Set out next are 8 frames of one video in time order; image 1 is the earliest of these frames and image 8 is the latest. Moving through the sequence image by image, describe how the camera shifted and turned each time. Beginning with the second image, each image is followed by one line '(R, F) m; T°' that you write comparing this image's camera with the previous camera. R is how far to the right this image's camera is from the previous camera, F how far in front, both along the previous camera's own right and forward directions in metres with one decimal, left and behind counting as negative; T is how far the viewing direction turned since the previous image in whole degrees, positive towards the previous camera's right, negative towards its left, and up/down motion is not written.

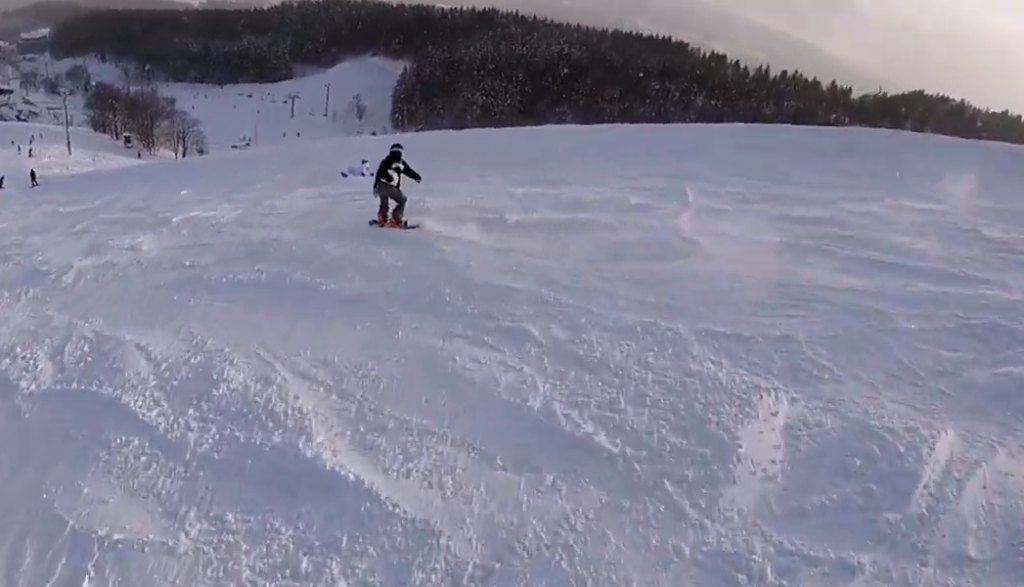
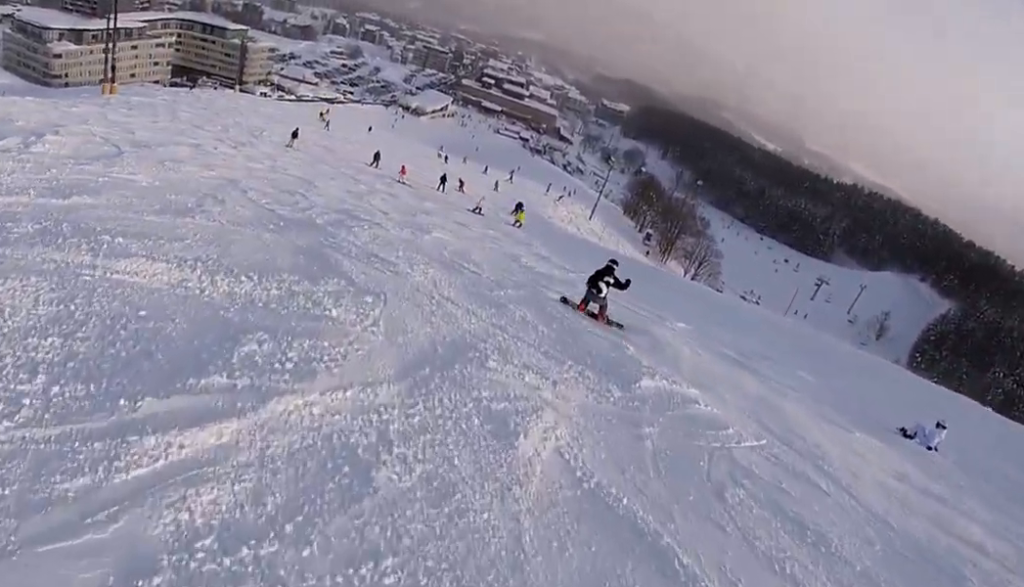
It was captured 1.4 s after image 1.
(-3.9, +7.0) m; -39°
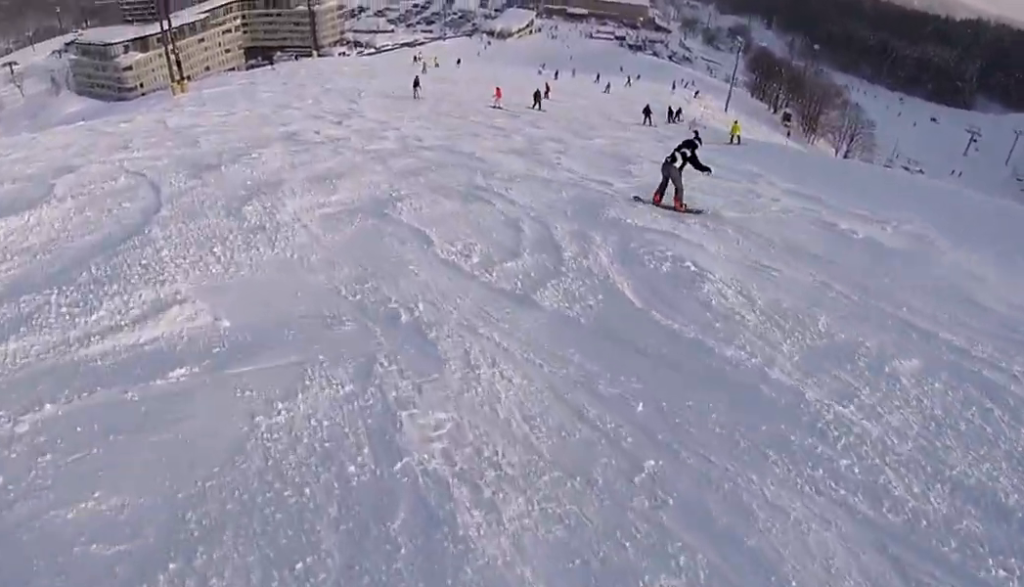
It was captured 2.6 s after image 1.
(-0.8, +8.2) m; +3°
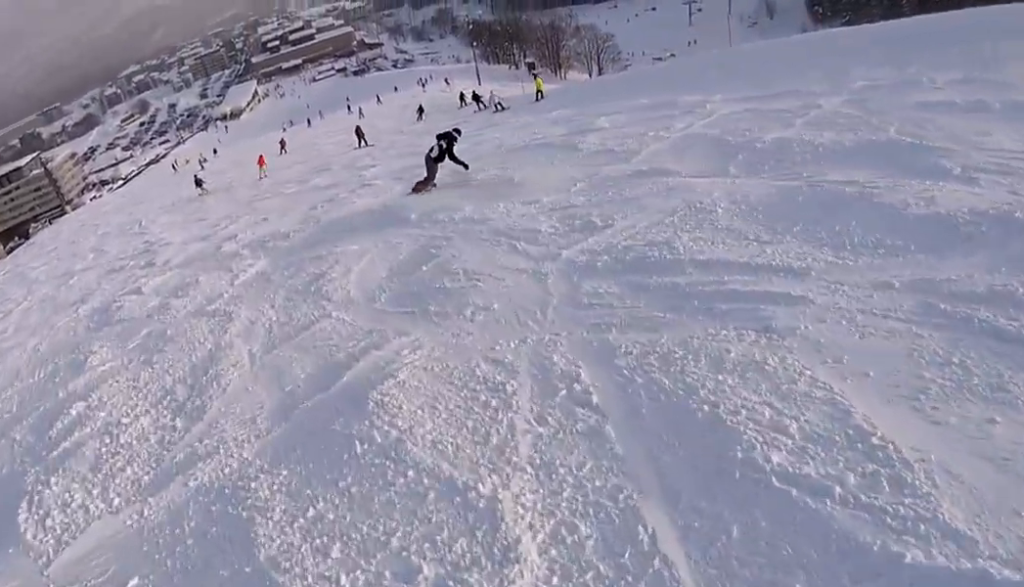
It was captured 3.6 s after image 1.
(+1.0, +6.8) m; +17°
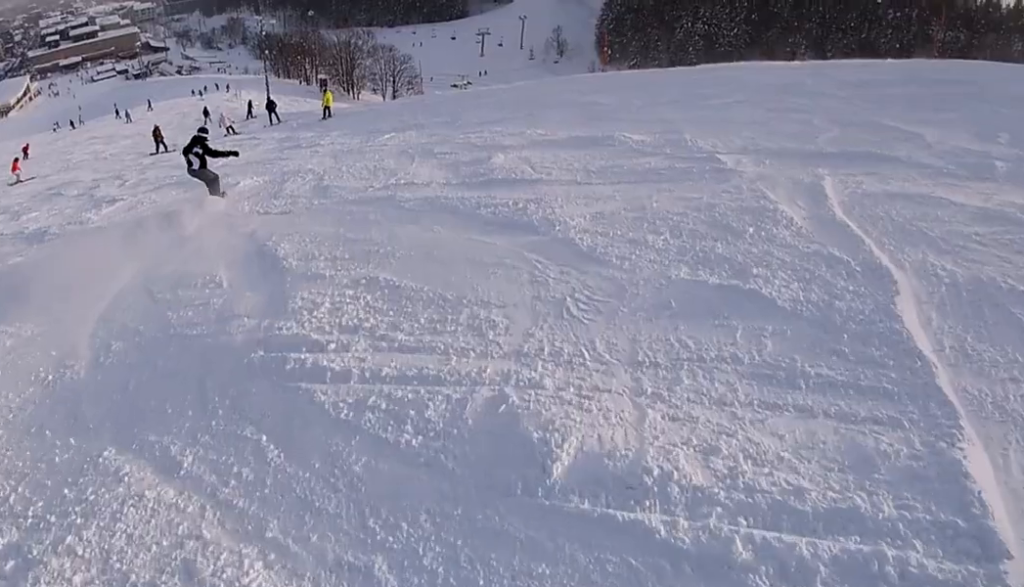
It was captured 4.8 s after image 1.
(+1.5, +8.8) m; +8°
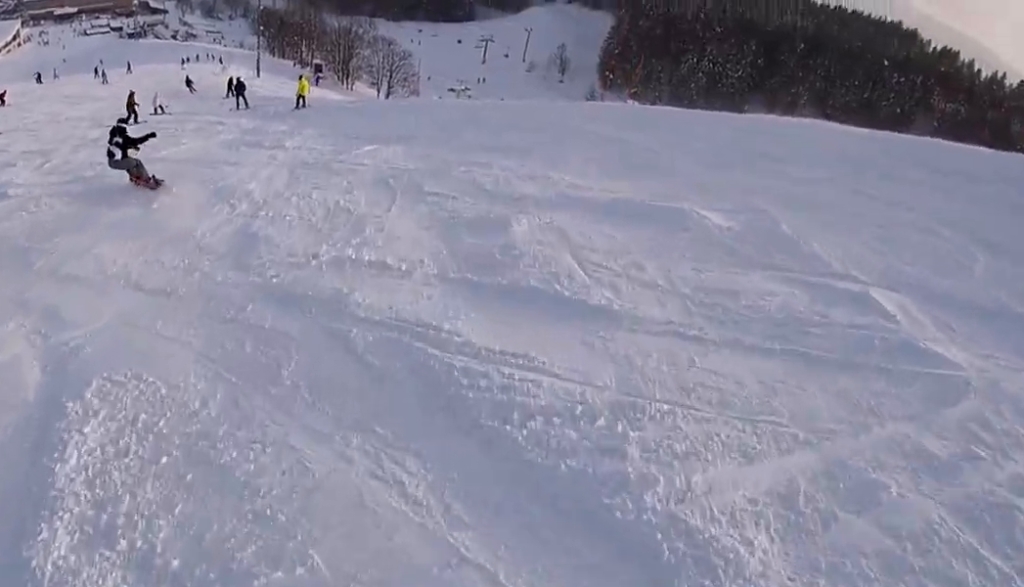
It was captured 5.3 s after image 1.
(-0.2, +4.1) m; -6°
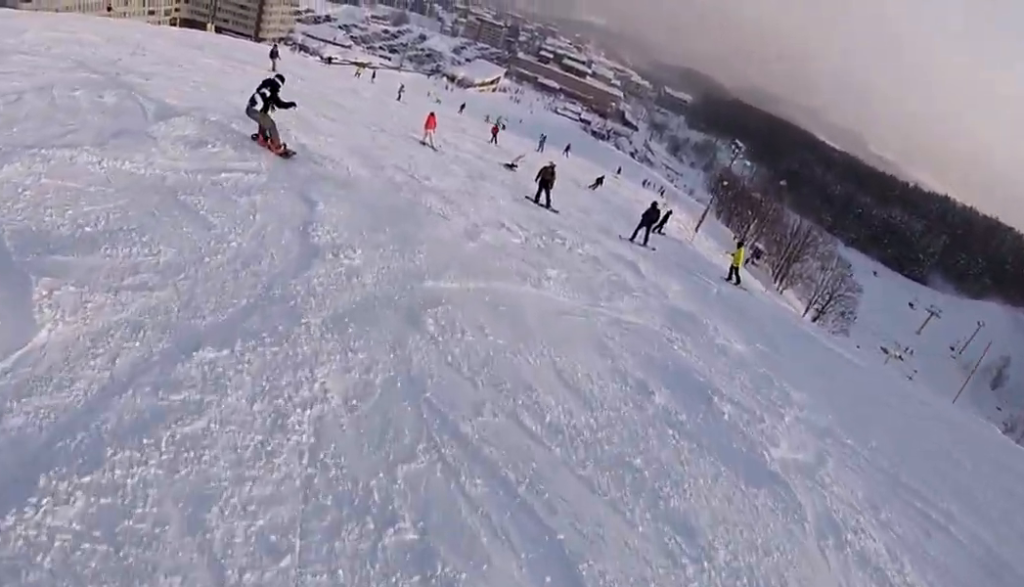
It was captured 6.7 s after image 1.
(-1.9, +10.8) m; -26°
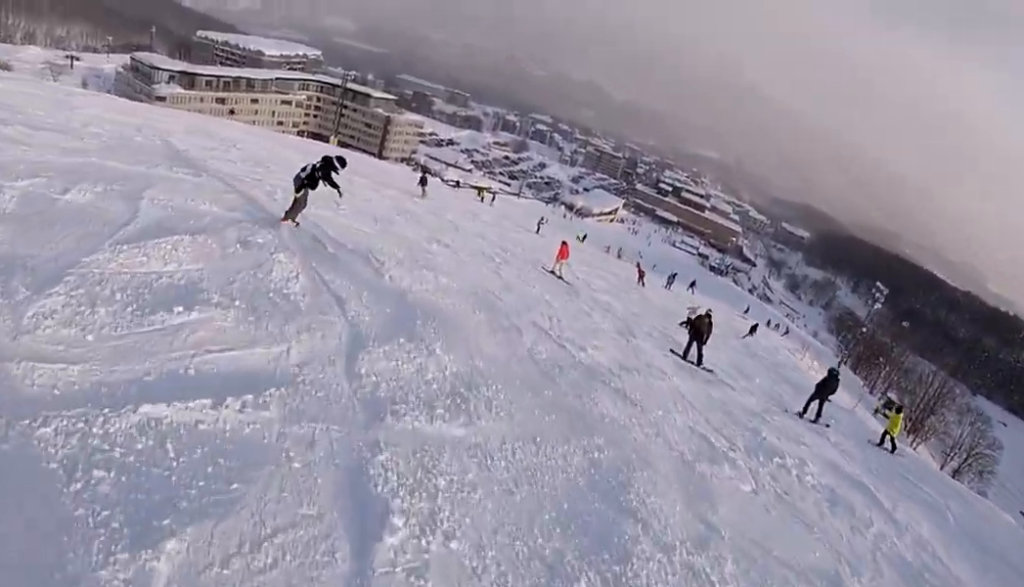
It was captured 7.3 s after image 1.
(-0.8, +4.7) m; -9°
